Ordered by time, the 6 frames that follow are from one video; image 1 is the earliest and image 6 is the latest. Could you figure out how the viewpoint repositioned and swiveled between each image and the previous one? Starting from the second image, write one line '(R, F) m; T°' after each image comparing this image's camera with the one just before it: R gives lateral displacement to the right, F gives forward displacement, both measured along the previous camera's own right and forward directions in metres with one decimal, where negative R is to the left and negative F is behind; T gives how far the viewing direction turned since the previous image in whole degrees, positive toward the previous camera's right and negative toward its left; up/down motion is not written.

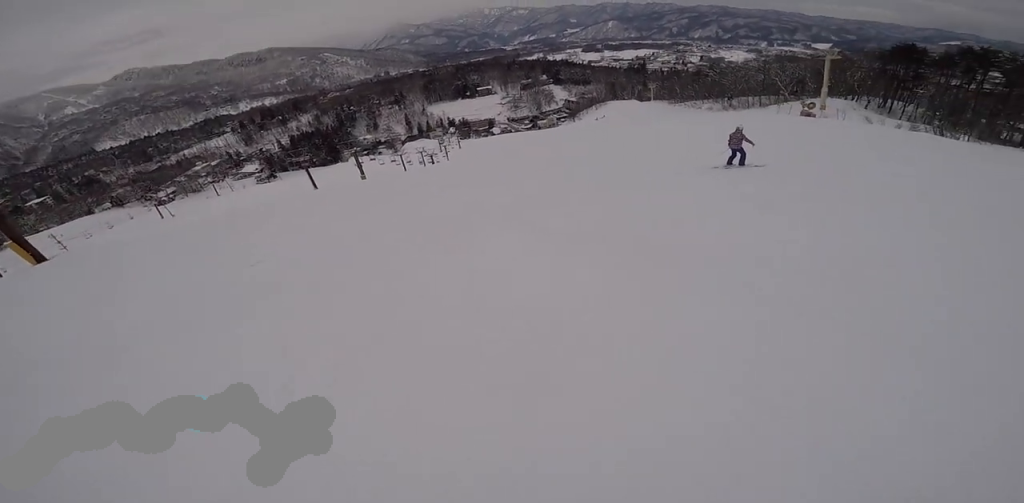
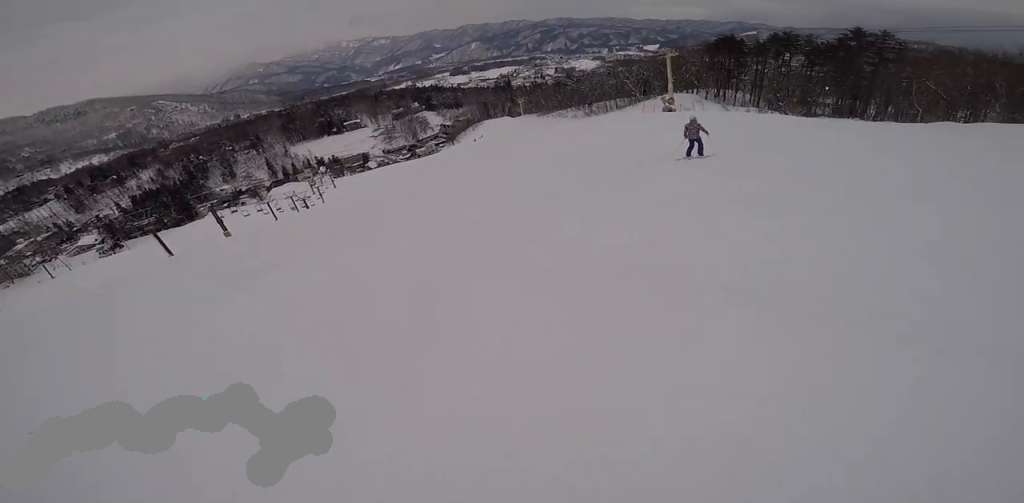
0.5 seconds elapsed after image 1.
(+0.1, +2.3) m; +12°
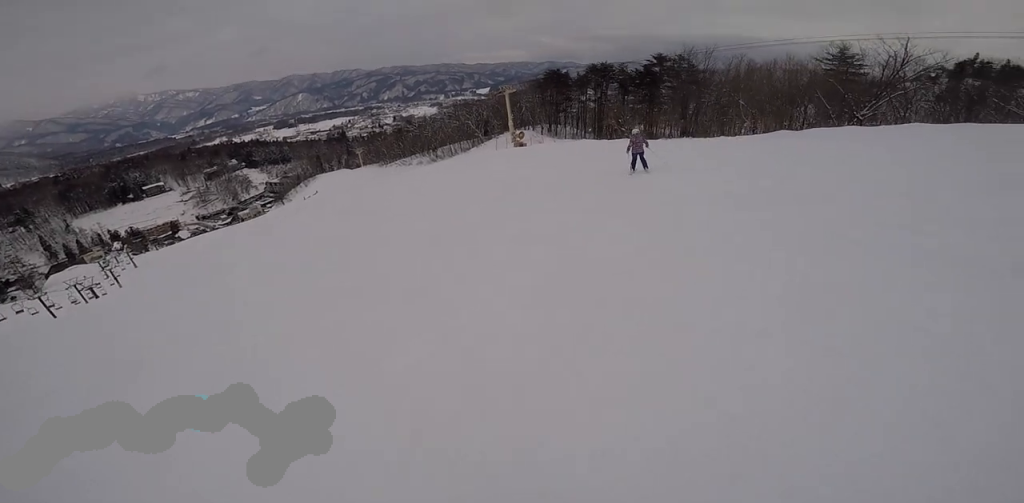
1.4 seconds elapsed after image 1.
(+1.0, +4.5) m; +28°
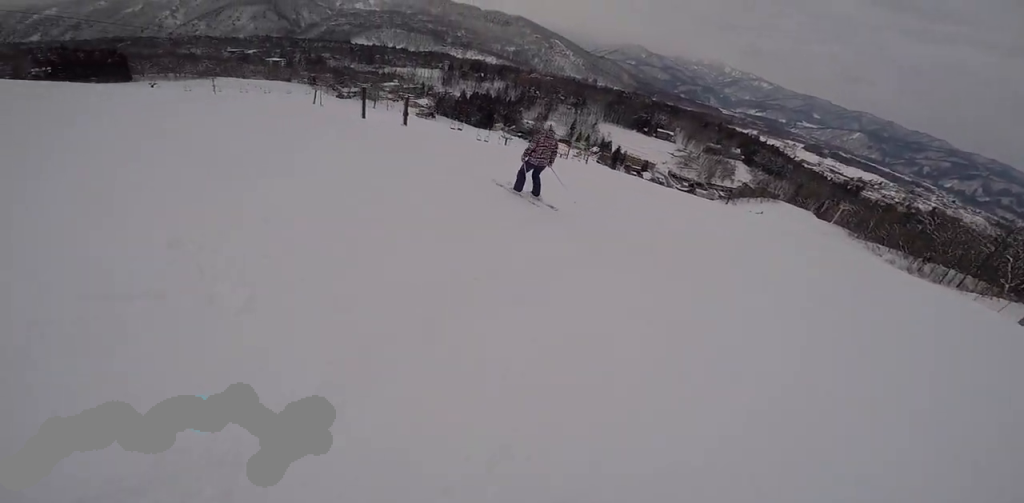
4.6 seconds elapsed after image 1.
(+0.7, +13.6) m; -51°
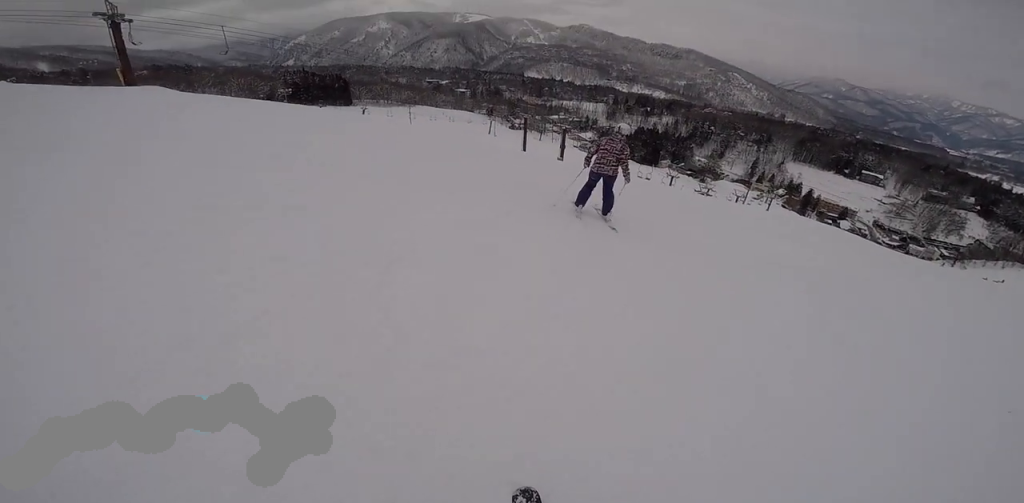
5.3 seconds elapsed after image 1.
(-0.9, +2.8) m; -18°
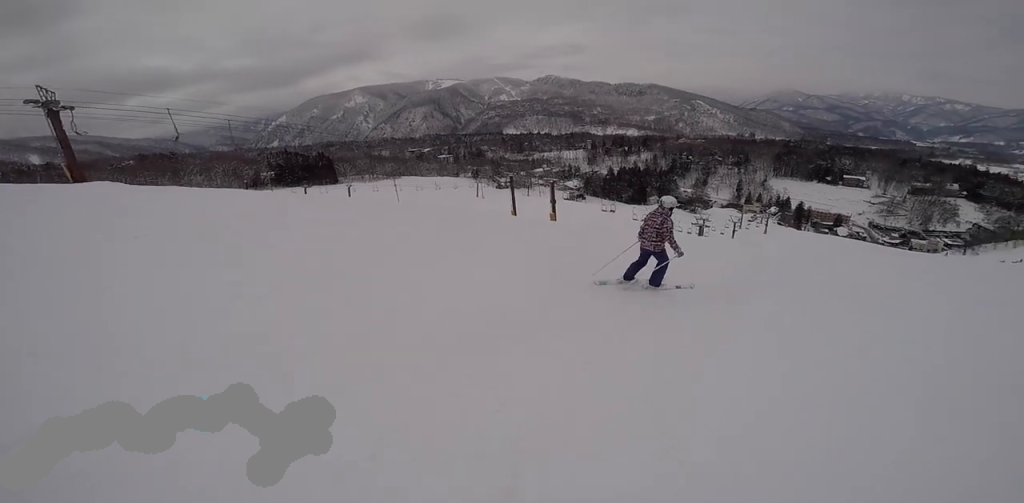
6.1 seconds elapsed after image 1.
(0.0, +3.3) m; 0°
